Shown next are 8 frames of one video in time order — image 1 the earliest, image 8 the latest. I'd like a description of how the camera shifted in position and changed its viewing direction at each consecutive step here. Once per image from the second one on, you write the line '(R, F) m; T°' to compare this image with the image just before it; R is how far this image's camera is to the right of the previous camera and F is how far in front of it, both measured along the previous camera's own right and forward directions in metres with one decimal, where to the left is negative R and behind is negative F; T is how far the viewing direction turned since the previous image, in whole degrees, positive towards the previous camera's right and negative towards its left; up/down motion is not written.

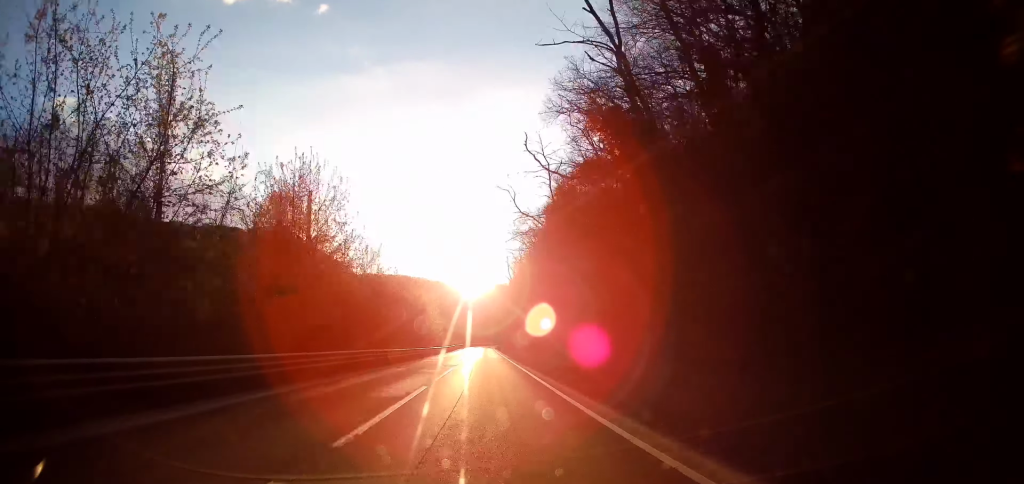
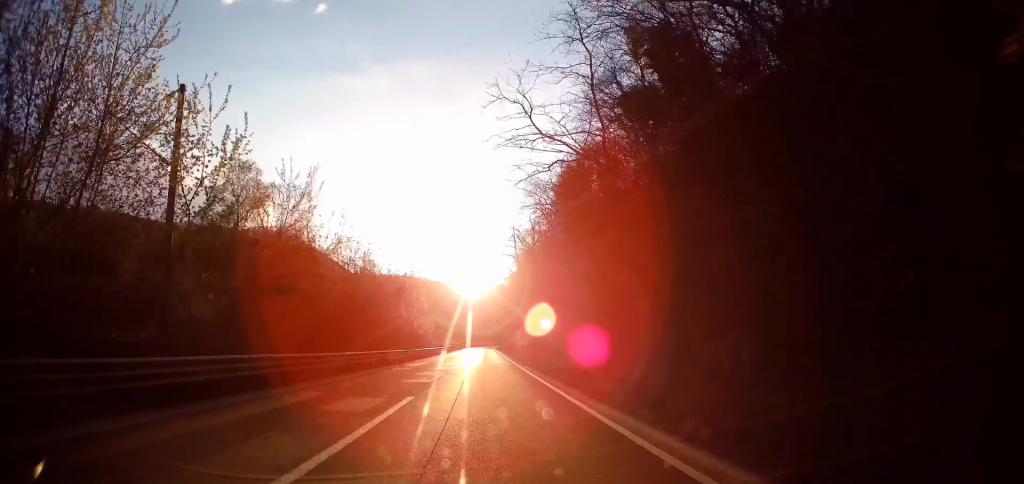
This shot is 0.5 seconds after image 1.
(0.0, +13.6) m; +1°
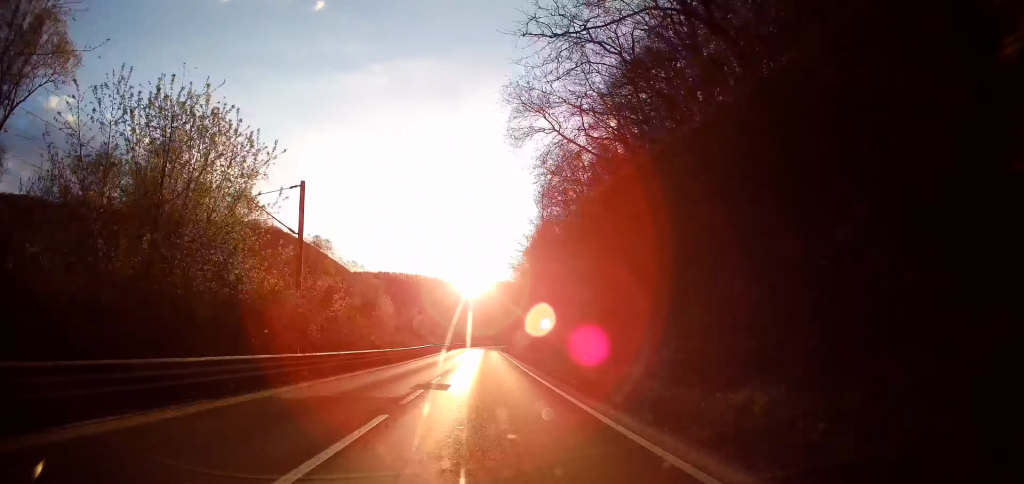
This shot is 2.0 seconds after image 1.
(+0.6, +36.5) m; 0°
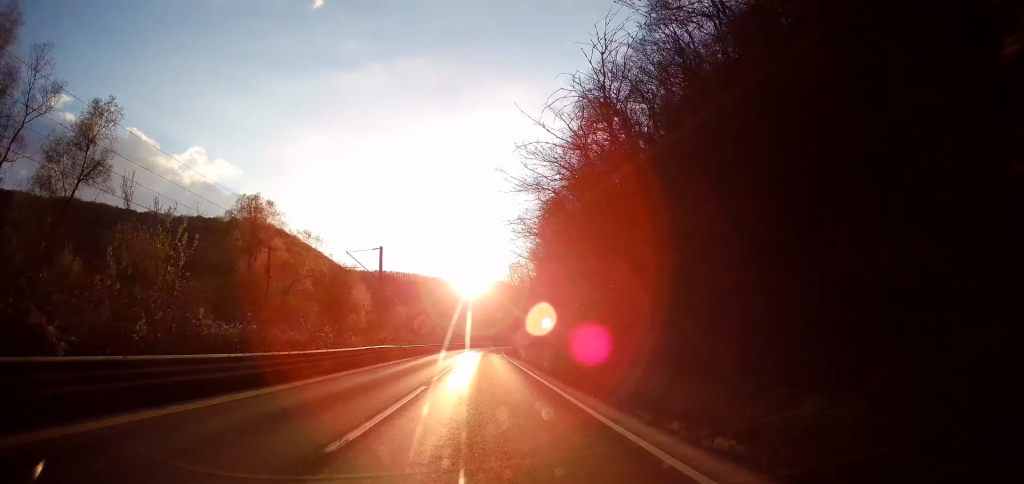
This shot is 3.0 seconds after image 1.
(-0.5, +25.4) m; 0°
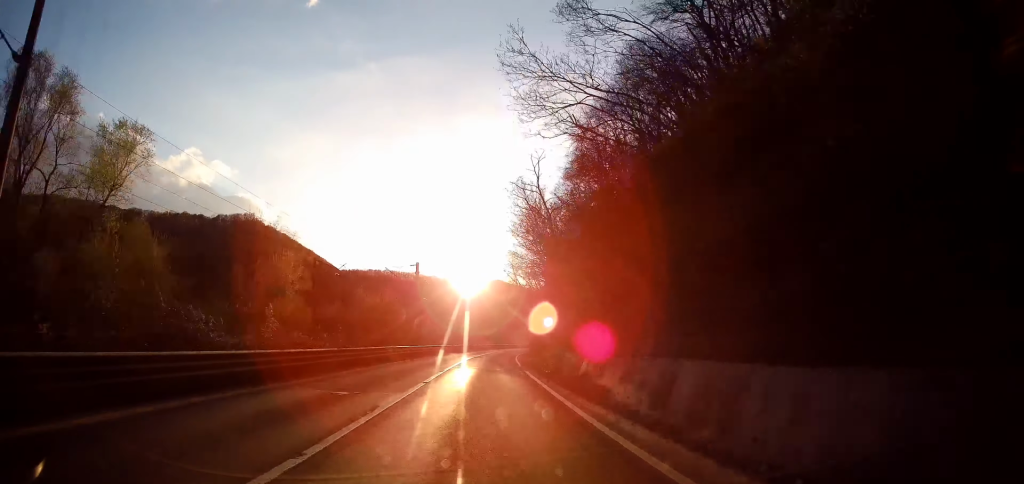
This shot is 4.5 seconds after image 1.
(+0.3, +38.4) m; 0°
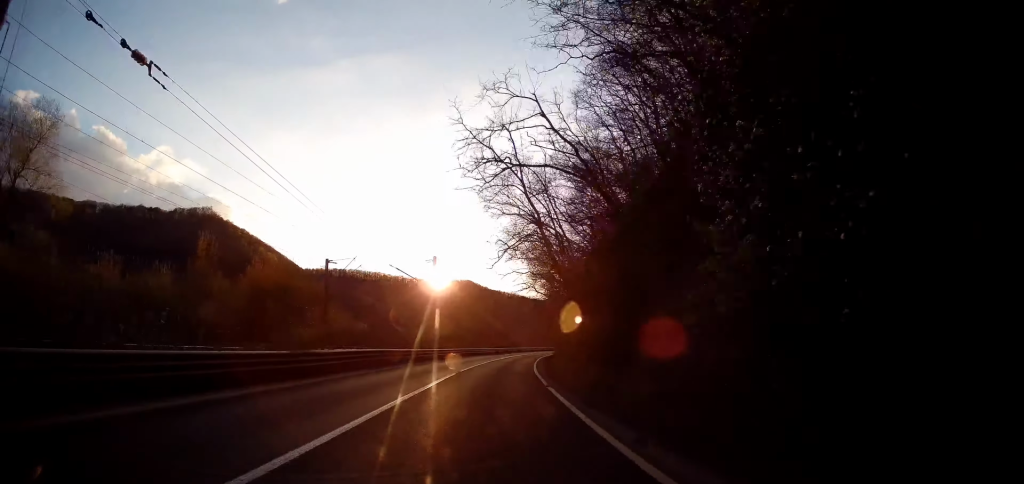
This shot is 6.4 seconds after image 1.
(+0.3, +46.3) m; +1°
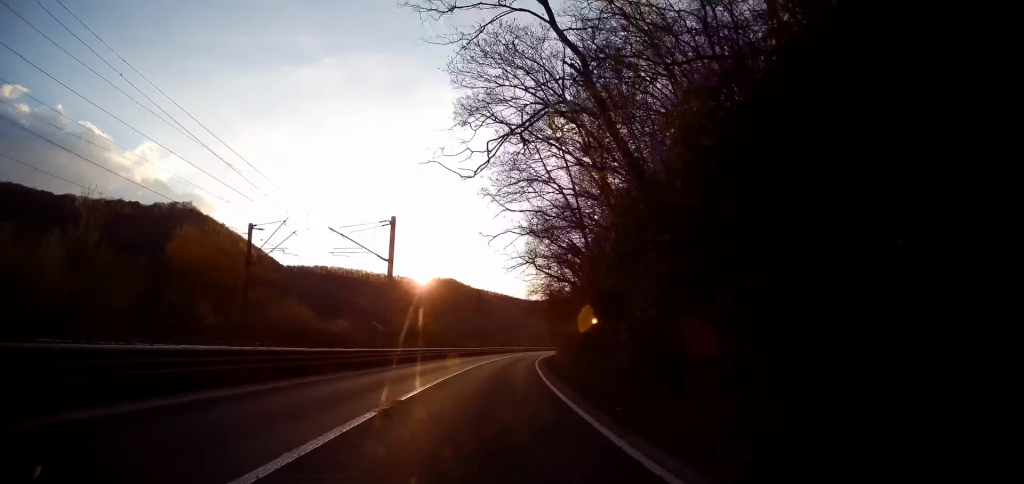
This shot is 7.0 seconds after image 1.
(-0.2, +14.4) m; +1°
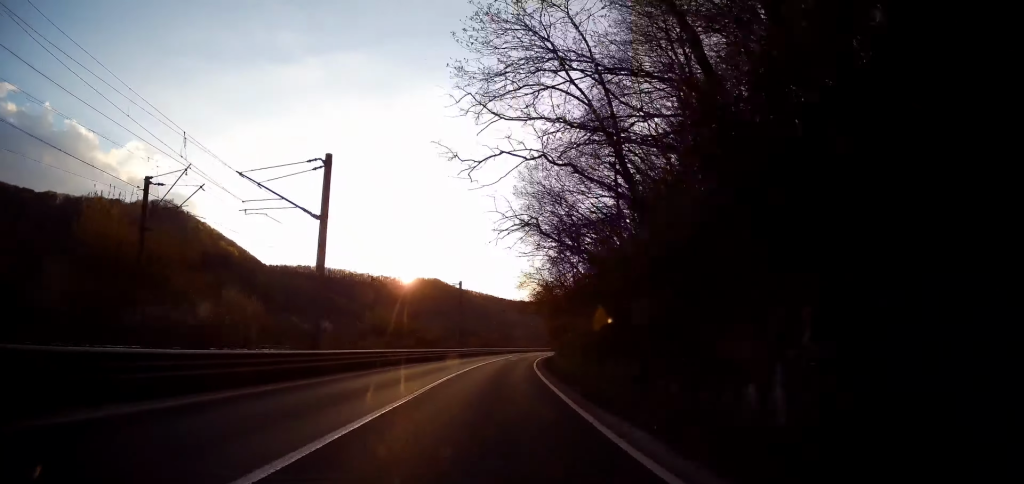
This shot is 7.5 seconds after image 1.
(+0.5, +11.2) m; +1°
